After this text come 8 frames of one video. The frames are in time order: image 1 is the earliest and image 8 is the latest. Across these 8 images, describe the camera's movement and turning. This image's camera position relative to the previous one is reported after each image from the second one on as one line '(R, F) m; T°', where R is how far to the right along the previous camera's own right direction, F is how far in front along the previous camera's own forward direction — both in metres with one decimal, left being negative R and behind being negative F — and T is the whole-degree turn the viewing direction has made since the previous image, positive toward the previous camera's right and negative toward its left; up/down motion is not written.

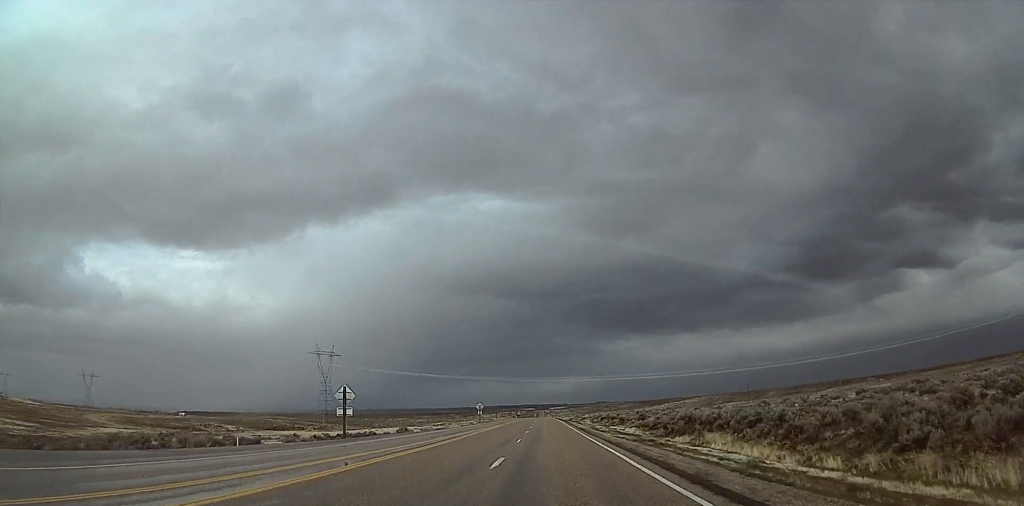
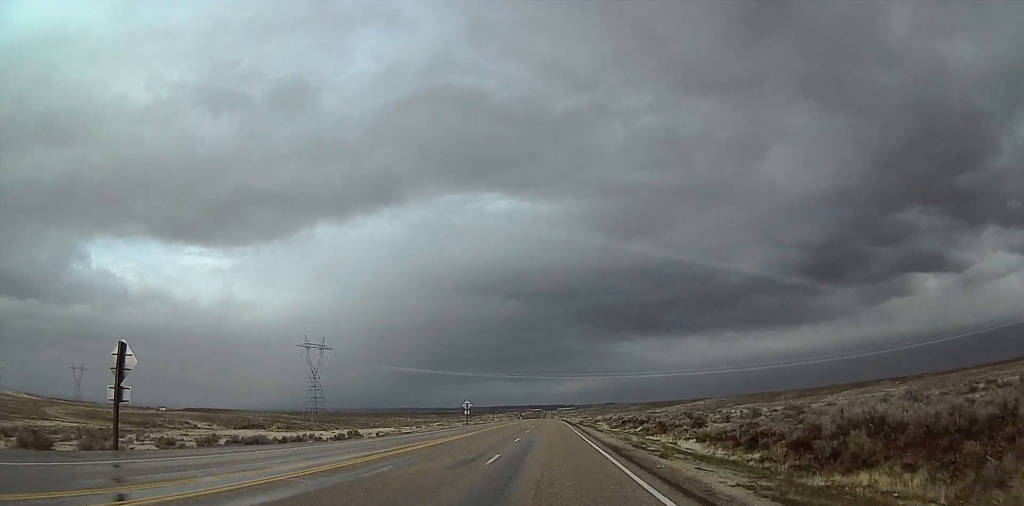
(0.0, +28.2) m; 0°
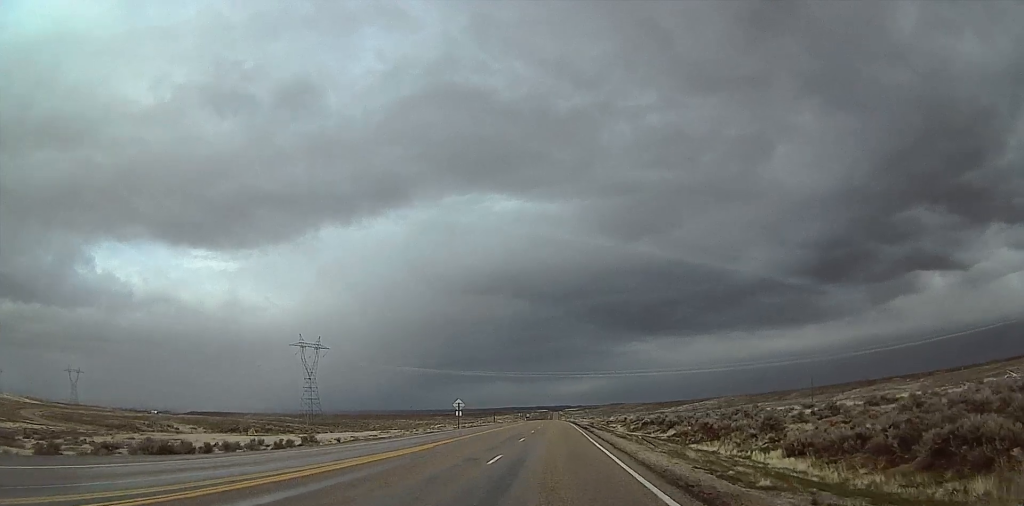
(0.0, +15.4) m; 0°
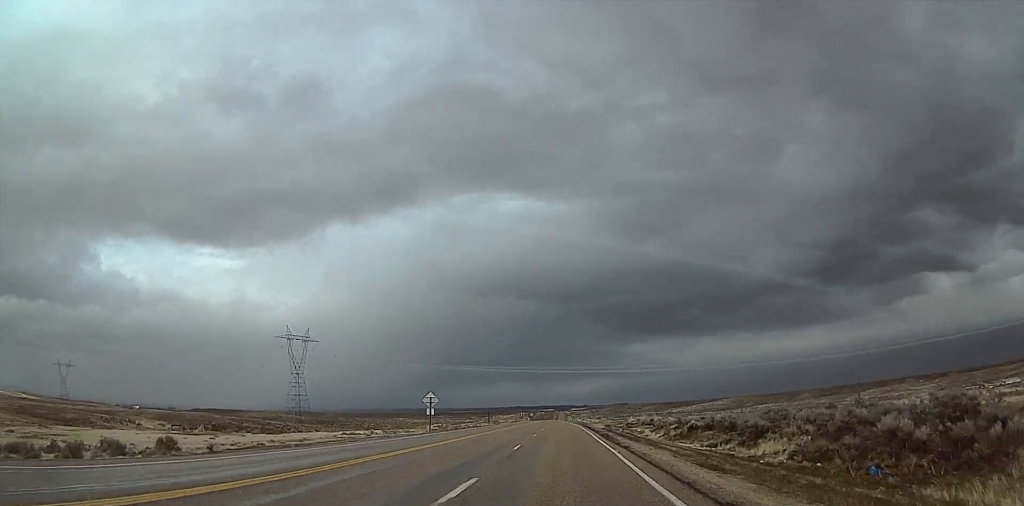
(0.0, +24.0) m; 0°
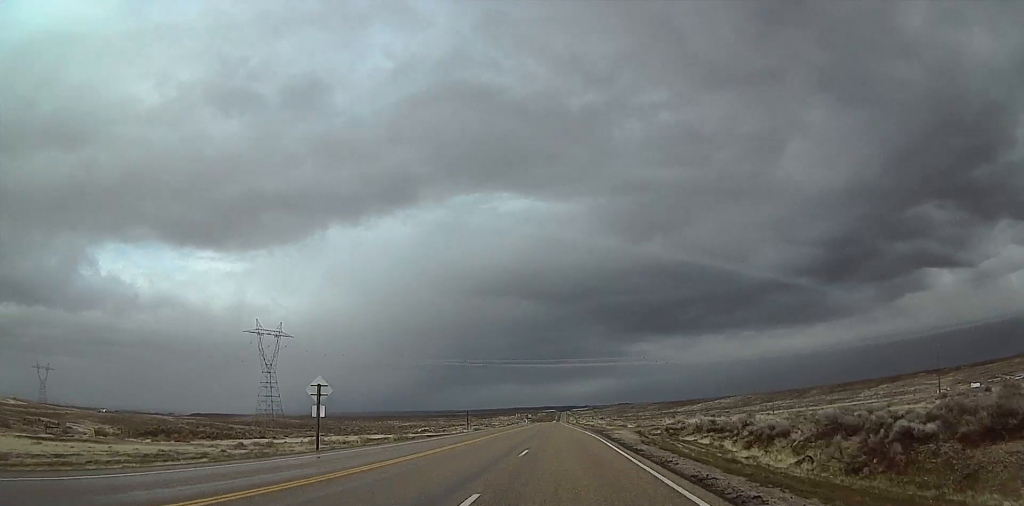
(0.0, +32.6) m; 0°
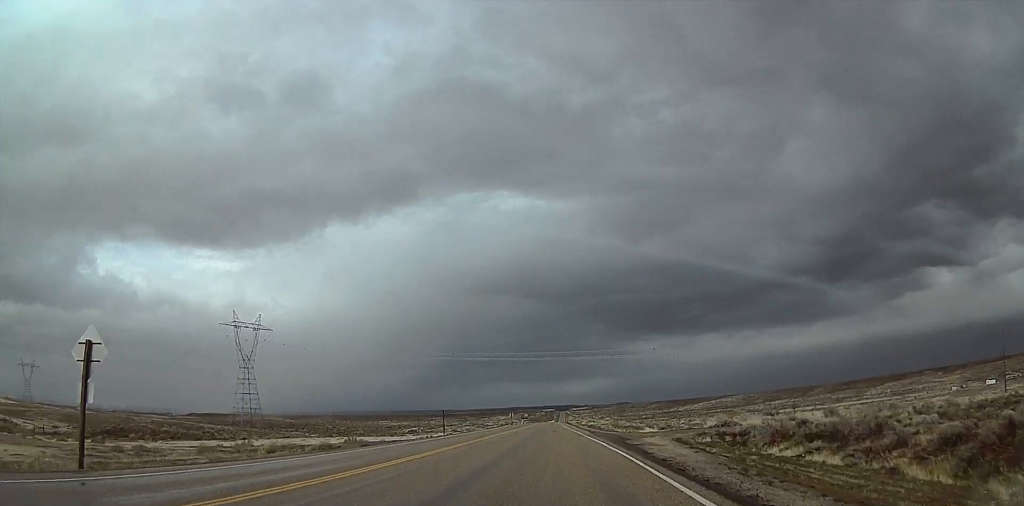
(0.0, +19.7) m; 0°
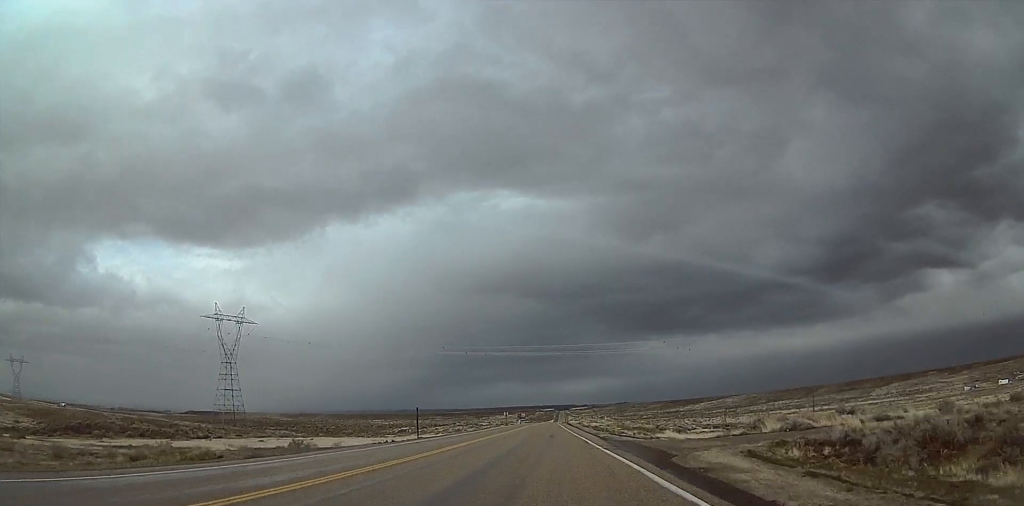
(0.0, +14.6) m; 0°
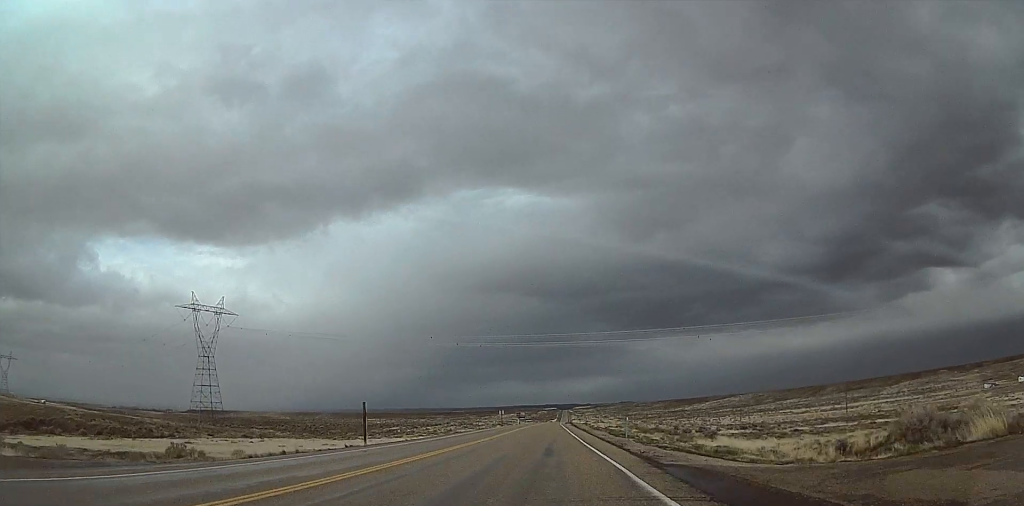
(0.0, +18.9) m; 0°
